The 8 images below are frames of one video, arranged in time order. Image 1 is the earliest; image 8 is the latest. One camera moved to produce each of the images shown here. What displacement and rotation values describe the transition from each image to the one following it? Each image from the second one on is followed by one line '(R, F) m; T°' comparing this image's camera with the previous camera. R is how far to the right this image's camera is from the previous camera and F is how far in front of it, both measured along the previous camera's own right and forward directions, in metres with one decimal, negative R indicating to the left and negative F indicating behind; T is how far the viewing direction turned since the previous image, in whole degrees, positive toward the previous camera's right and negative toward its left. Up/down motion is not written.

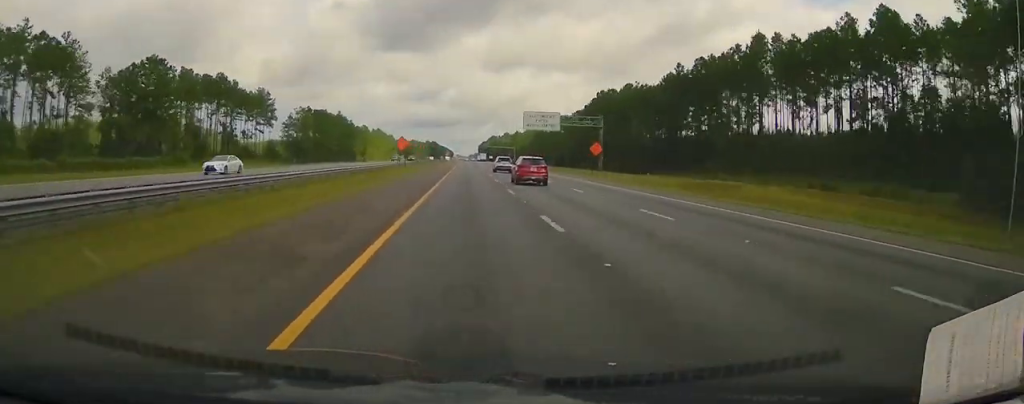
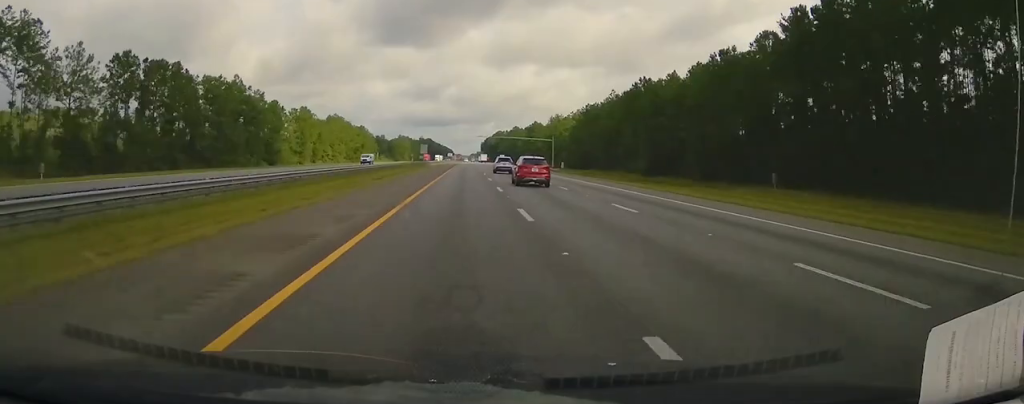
(0.0, +83.3) m; 0°
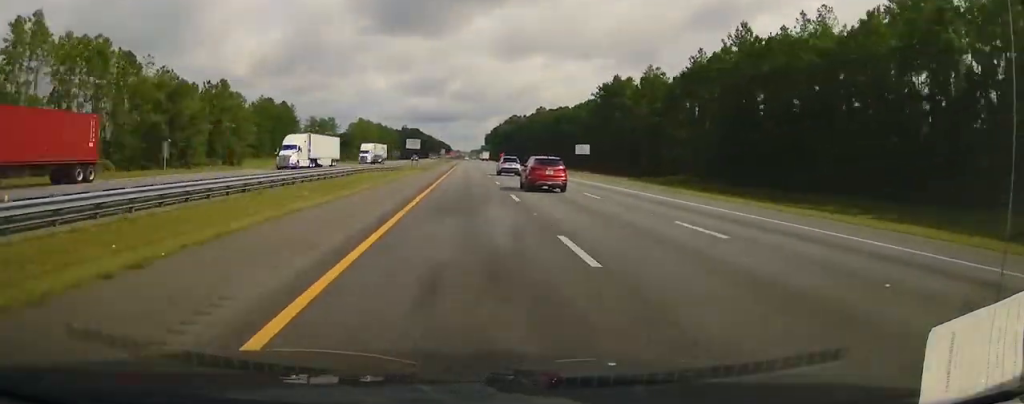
(+0.2, +141.0) m; 0°
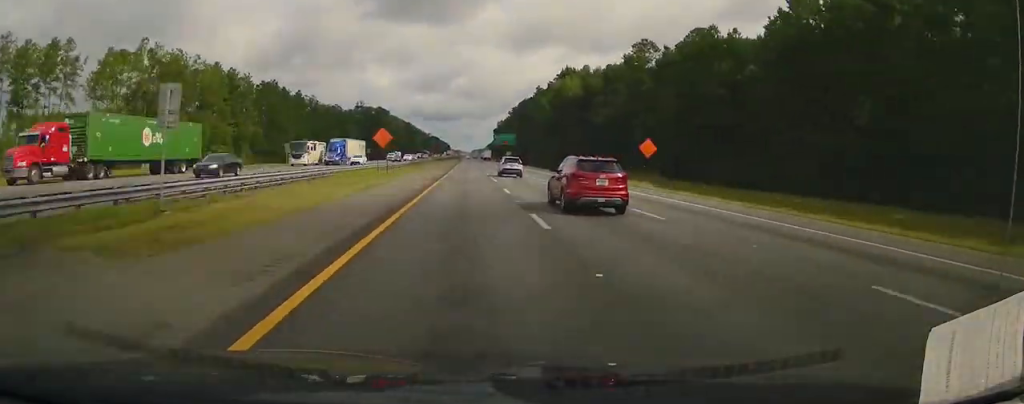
(-0.3, +176.1) m; 0°
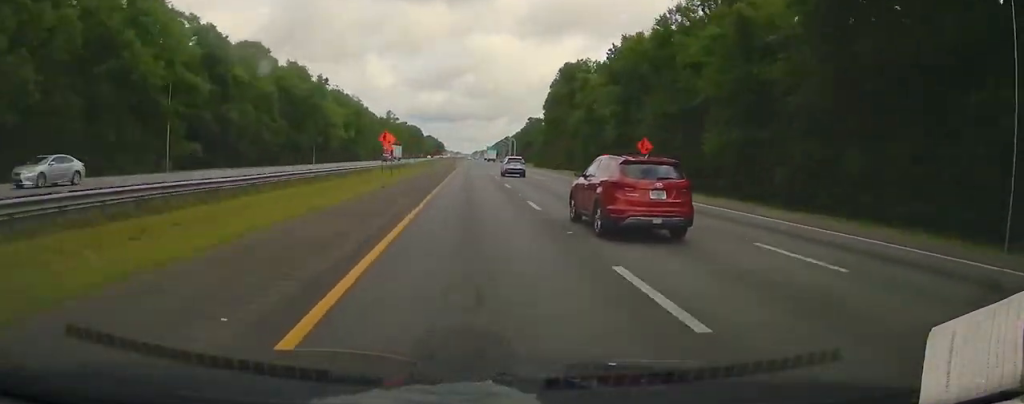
(+0.2, +306.6) m; 0°
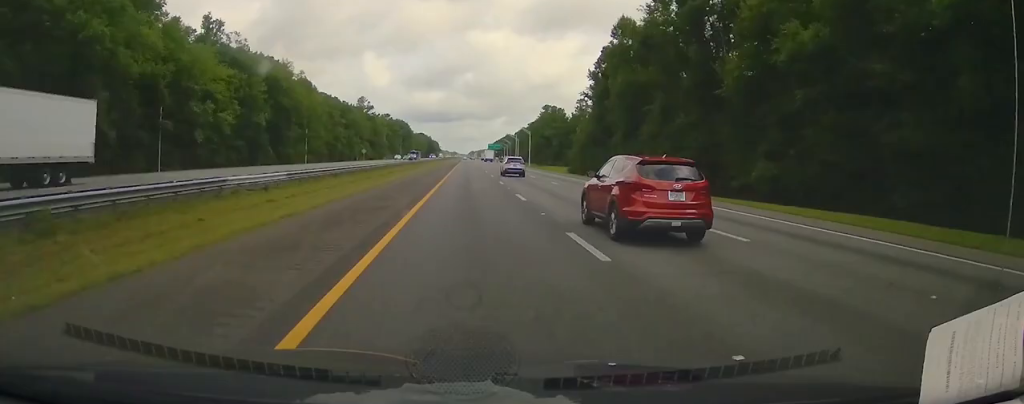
(-0.1, +69.2) m; 0°
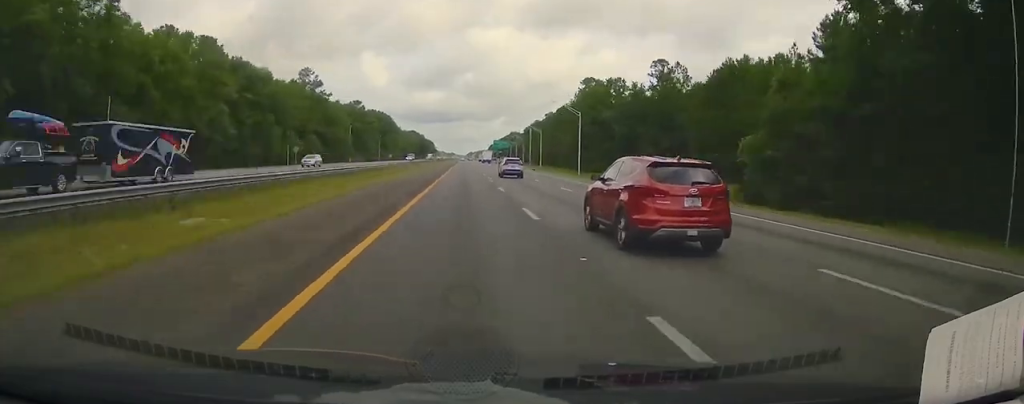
(0.0, +78.7) m; 0°
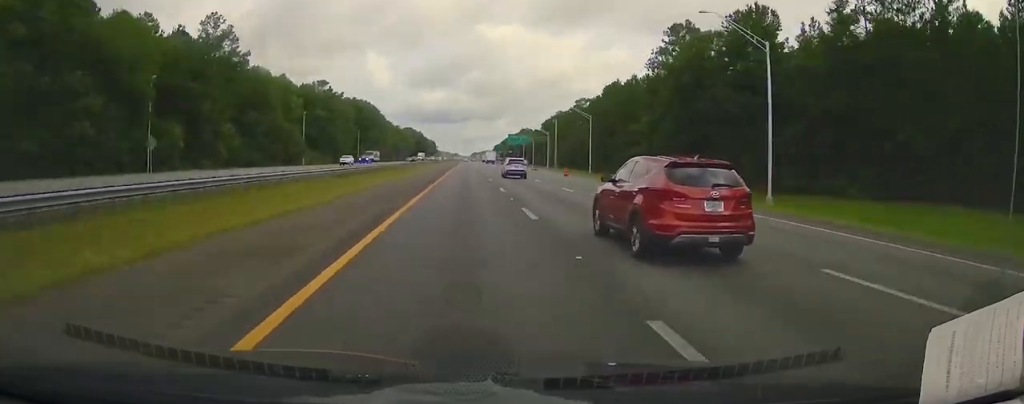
(+0.3, +60.5) m; 0°
